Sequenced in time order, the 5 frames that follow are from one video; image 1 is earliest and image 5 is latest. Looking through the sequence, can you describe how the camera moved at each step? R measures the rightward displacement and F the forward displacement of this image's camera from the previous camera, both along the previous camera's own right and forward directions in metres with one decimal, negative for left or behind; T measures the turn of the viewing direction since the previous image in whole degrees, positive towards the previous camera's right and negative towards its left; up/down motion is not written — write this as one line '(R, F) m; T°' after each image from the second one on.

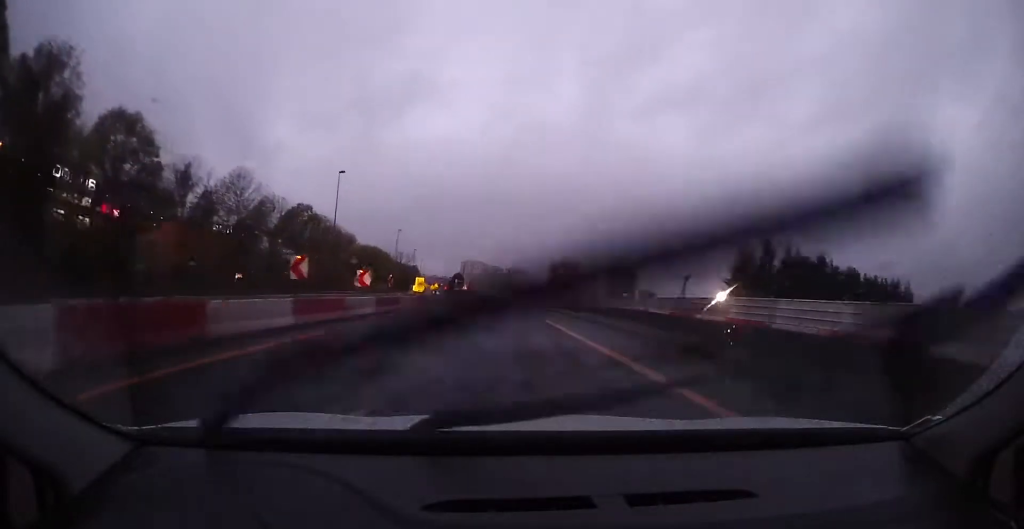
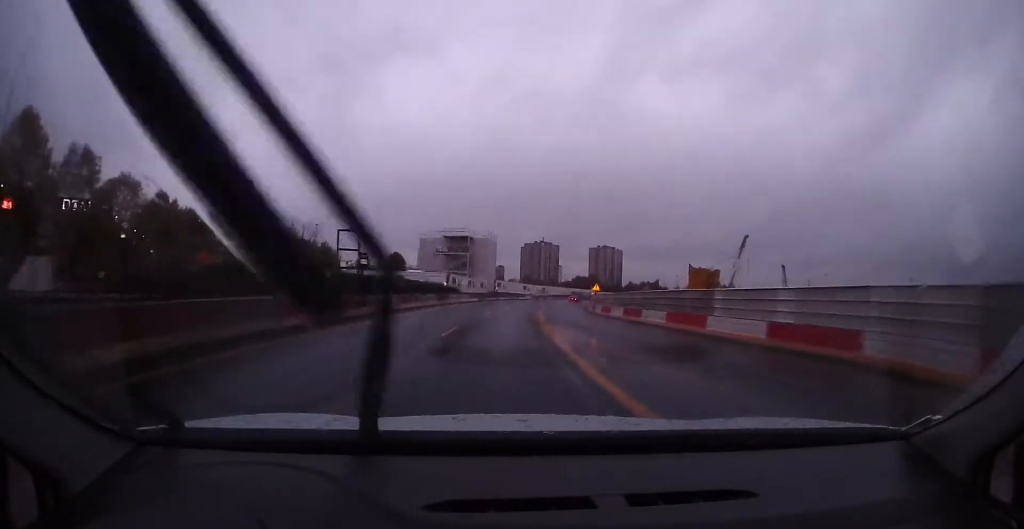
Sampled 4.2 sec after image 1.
(+2.5, +72.0) m; +7°
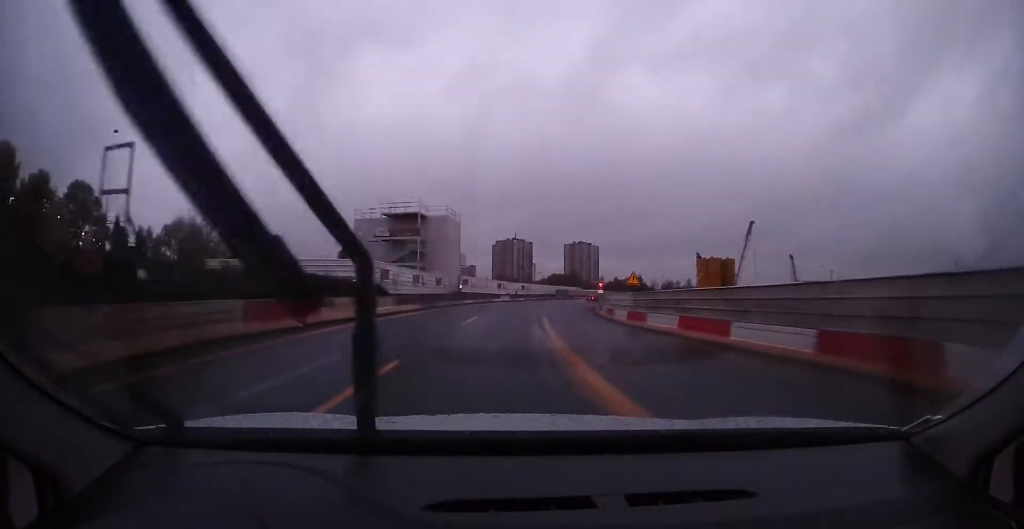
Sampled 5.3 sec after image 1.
(+1.1, +19.2) m; +5°
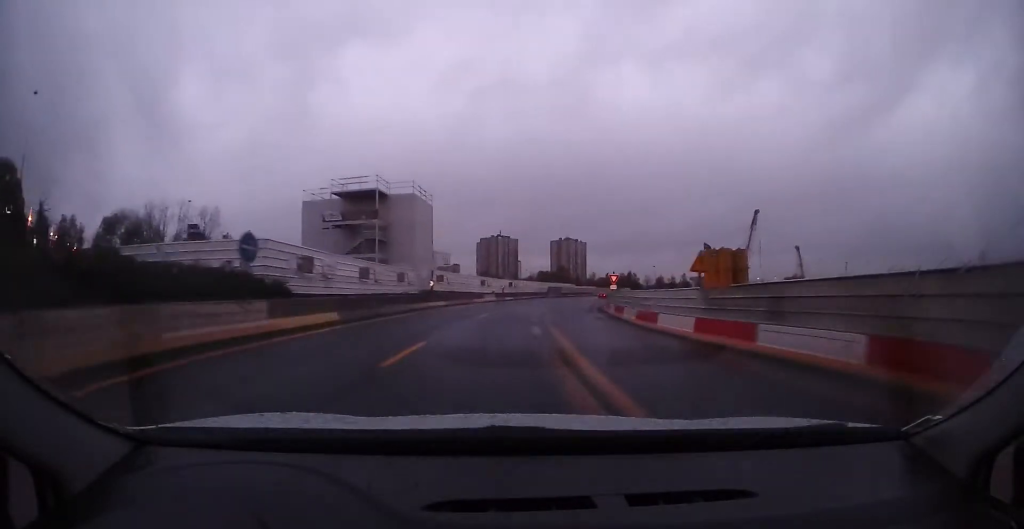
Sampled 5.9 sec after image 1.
(0.0, +9.9) m; +3°
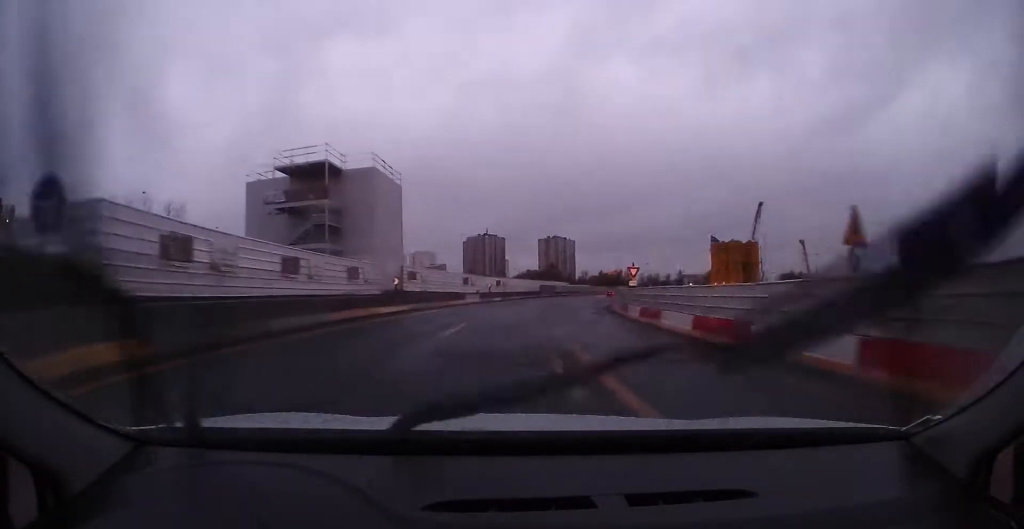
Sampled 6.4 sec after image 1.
(+0.2, +7.7) m; +2°
